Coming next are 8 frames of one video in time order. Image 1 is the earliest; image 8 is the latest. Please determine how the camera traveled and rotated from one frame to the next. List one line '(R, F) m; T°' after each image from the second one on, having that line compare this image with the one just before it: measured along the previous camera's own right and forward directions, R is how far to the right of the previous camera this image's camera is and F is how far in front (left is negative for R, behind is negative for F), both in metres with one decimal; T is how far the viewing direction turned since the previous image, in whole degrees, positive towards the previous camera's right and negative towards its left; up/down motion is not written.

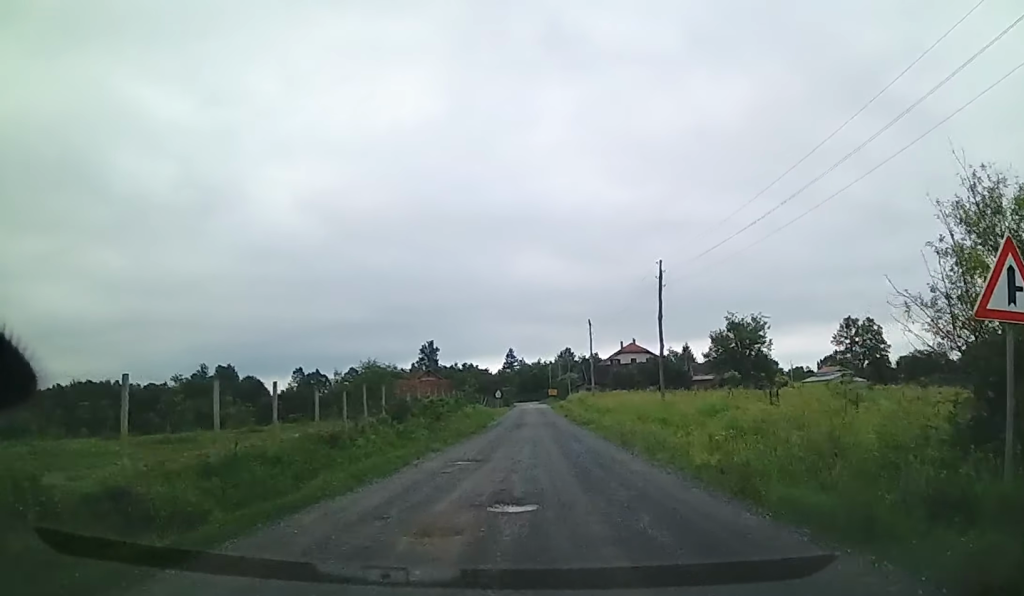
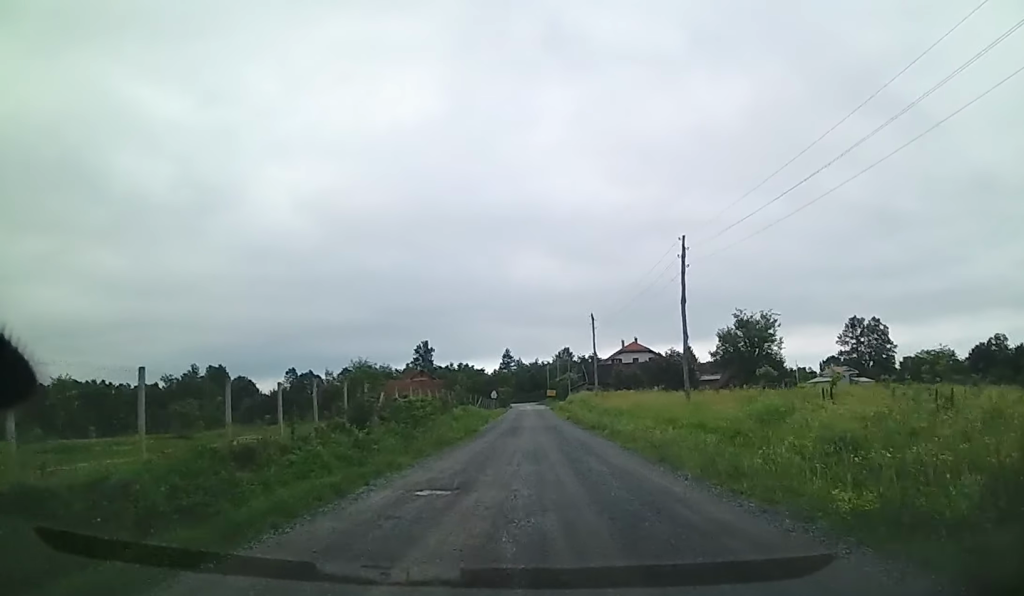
(+0.3, +5.6) m; +2°
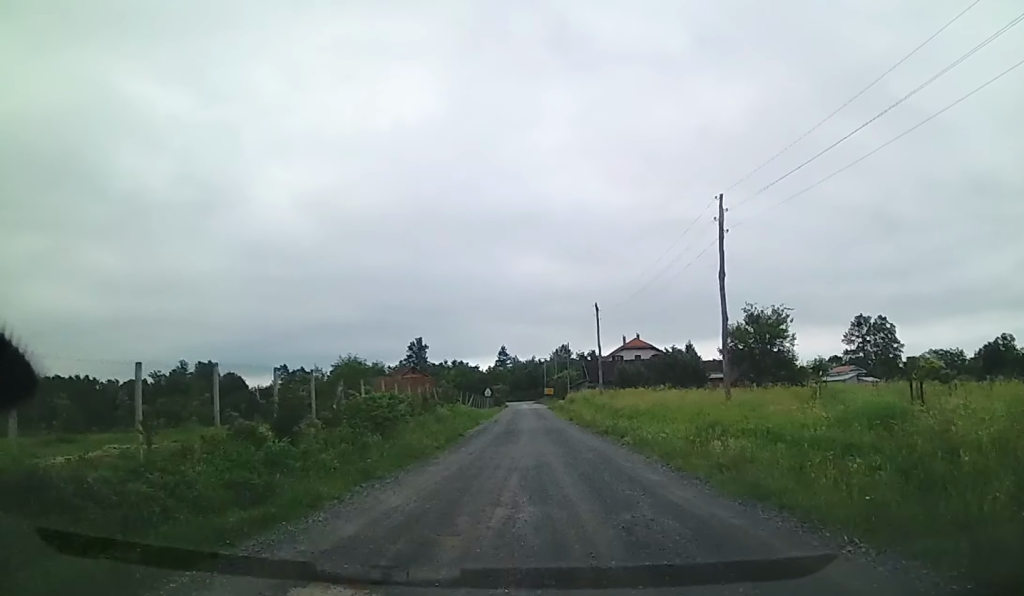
(0.0, +6.3) m; -2°
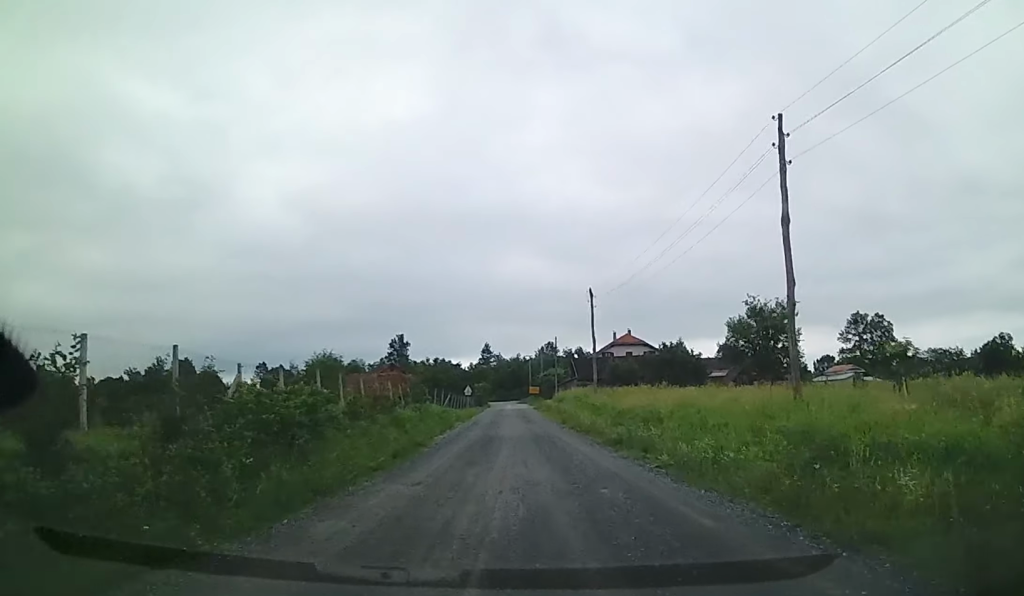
(-0.3, +7.5) m; 0°
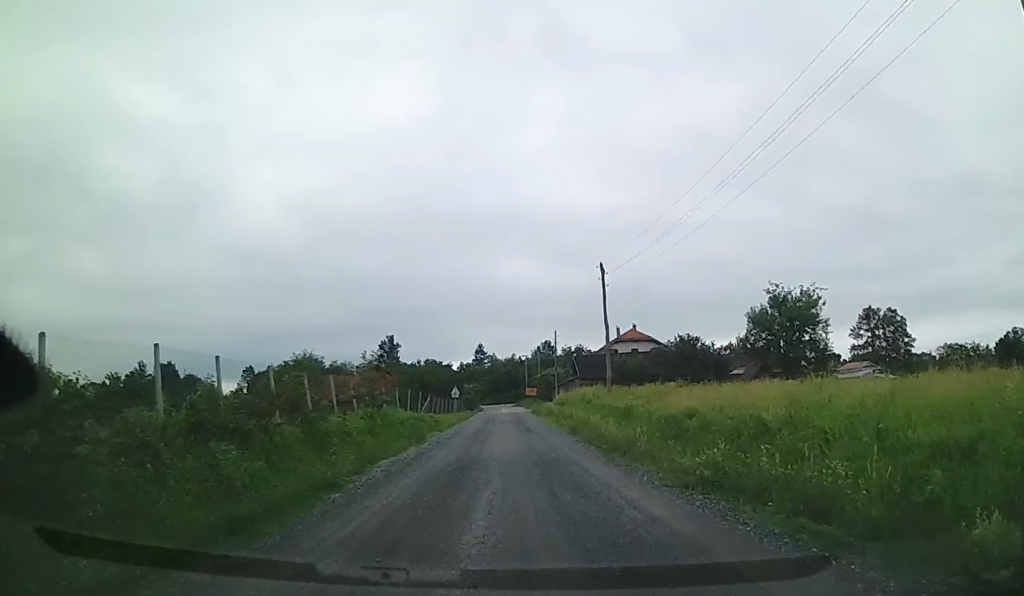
(+0.3, +10.3) m; +2°
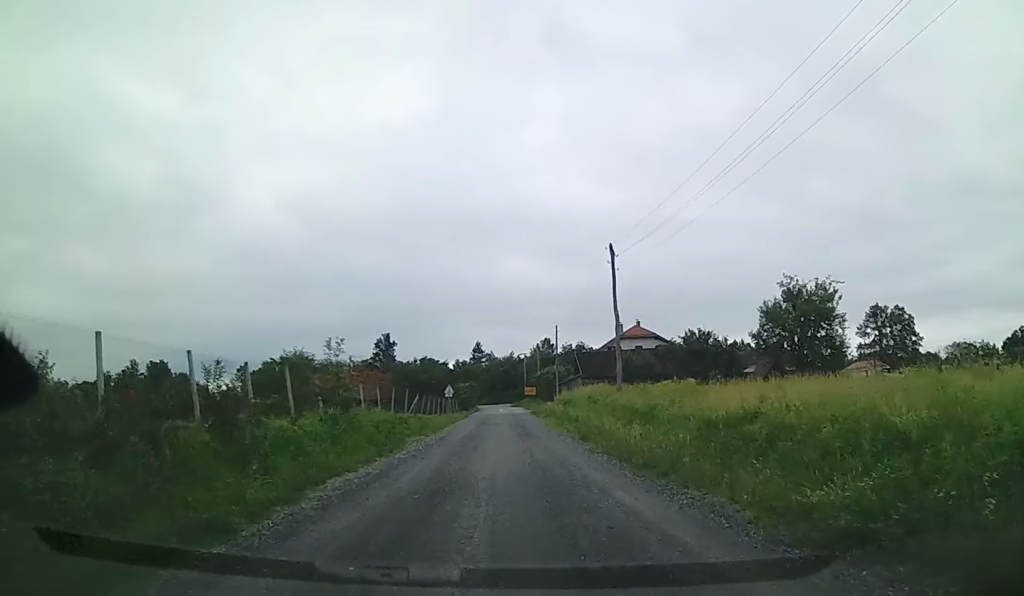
(0.0, +4.7) m; 0°
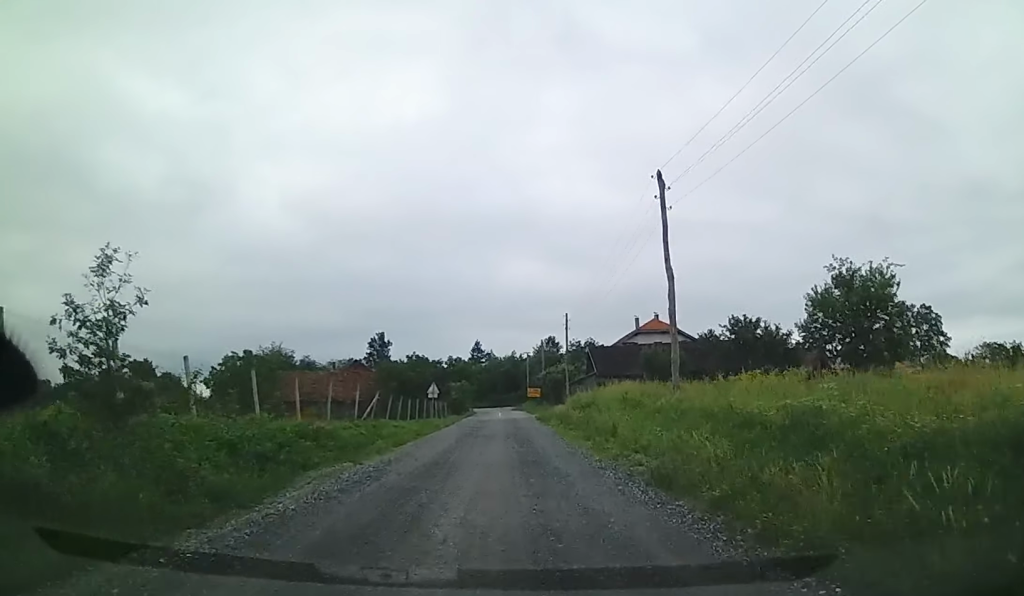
(-0.2, +12.3) m; -2°
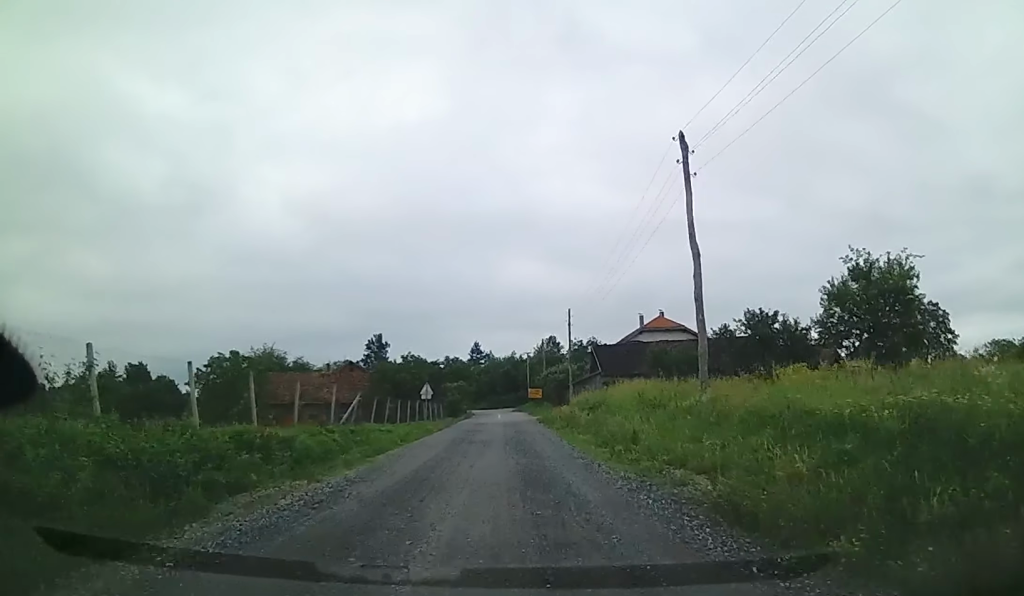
(-0.1, +3.5) m; 0°
